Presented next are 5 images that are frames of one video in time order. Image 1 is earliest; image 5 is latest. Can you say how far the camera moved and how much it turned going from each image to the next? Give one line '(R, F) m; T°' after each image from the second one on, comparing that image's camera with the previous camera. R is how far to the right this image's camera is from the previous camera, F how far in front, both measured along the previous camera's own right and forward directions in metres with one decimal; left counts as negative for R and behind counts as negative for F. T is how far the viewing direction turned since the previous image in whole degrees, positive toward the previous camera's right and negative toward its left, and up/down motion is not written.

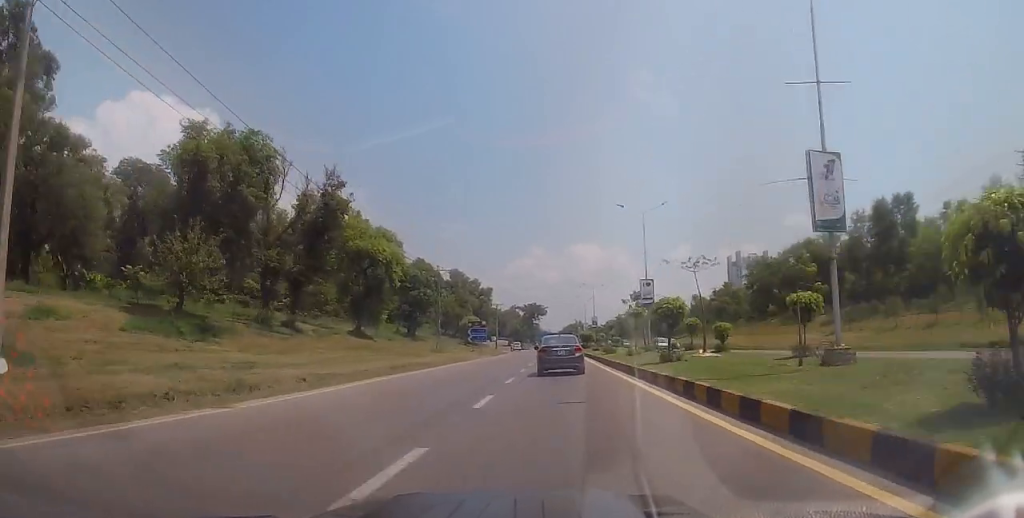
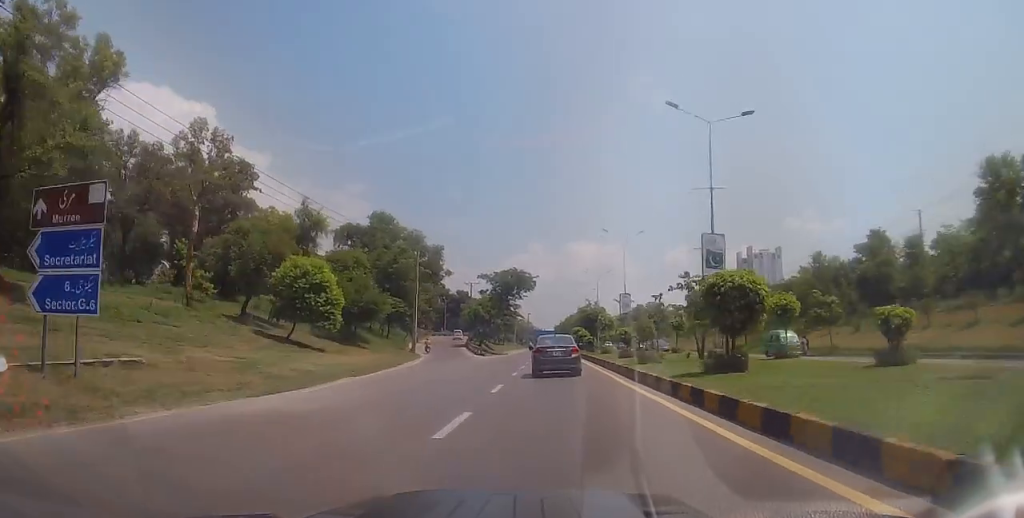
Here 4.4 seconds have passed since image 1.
(+0.6, +72.8) m; +1°
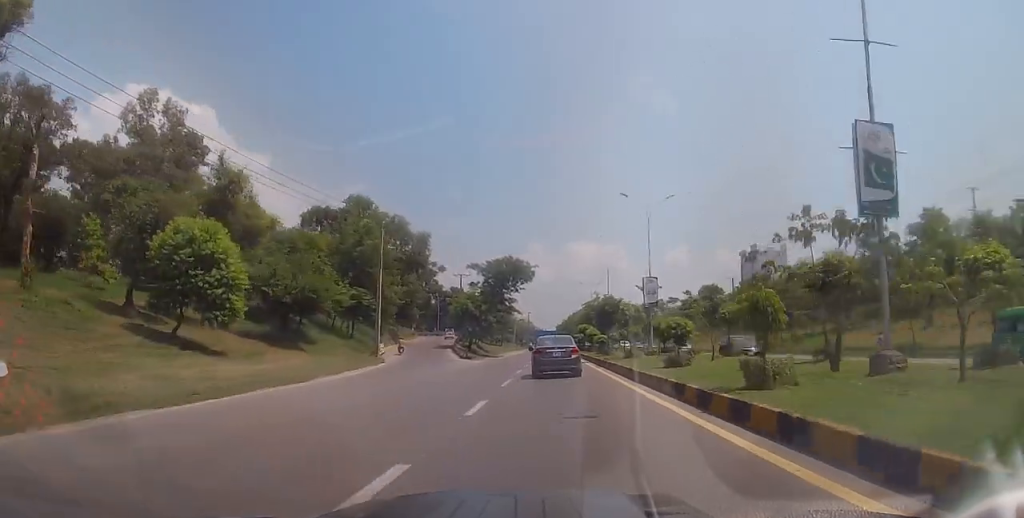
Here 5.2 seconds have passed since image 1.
(0.0, +12.5) m; 0°
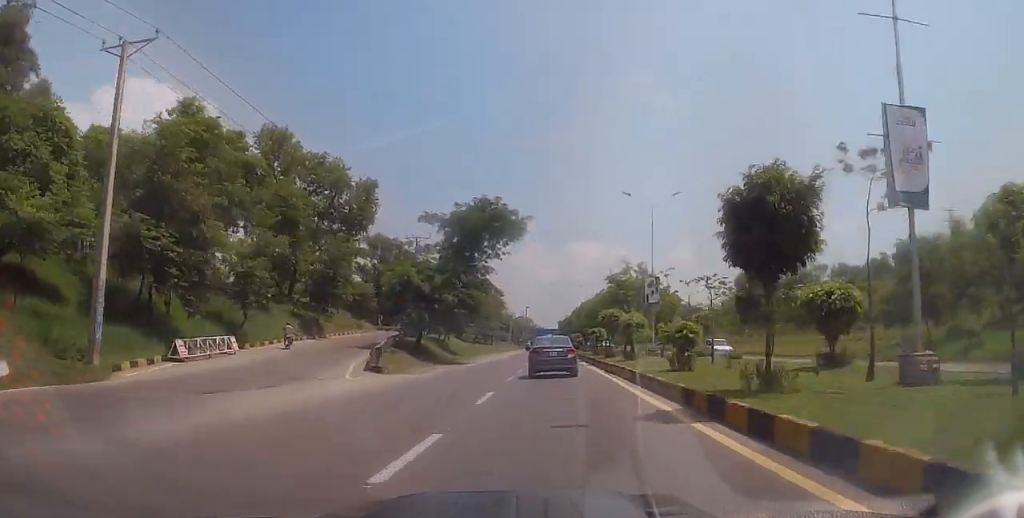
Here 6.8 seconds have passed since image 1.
(-0.2, +28.7) m; -1°
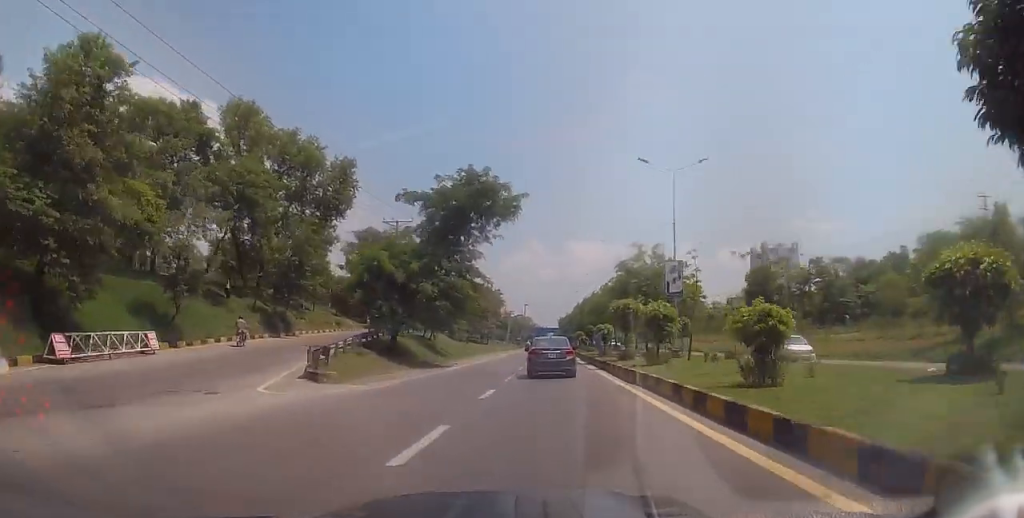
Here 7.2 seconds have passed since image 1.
(0.0, +6.9) m; -1°
